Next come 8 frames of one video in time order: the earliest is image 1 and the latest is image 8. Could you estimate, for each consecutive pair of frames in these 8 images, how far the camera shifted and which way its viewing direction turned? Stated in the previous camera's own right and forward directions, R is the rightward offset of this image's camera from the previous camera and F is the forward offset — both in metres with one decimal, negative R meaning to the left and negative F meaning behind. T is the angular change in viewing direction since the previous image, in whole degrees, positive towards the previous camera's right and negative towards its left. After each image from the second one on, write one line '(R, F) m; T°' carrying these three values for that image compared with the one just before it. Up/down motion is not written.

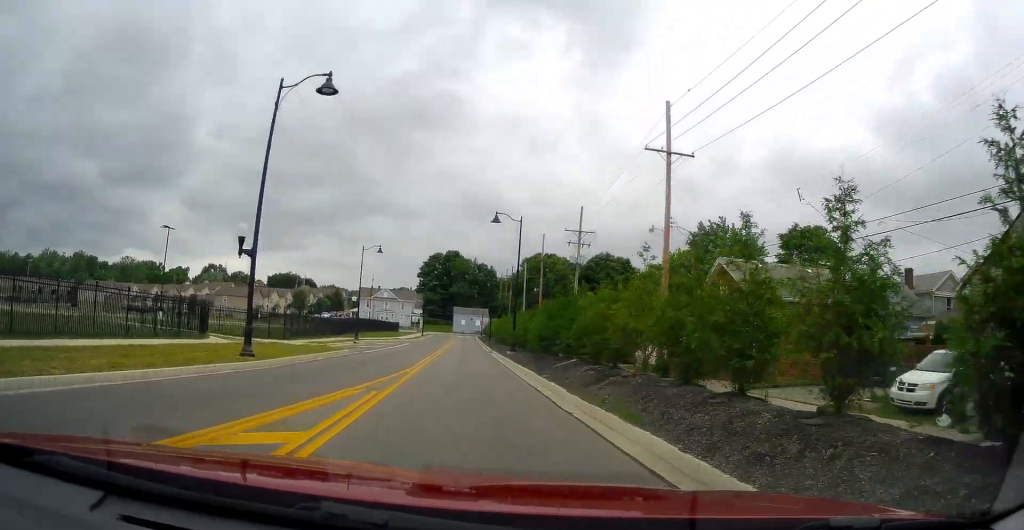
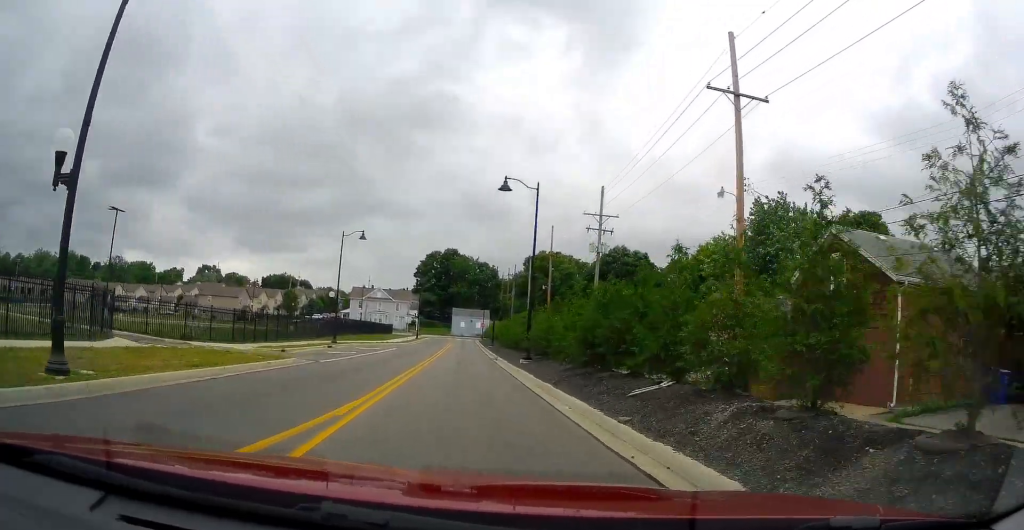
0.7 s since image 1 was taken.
(-0.3, +9.8) m; 0°
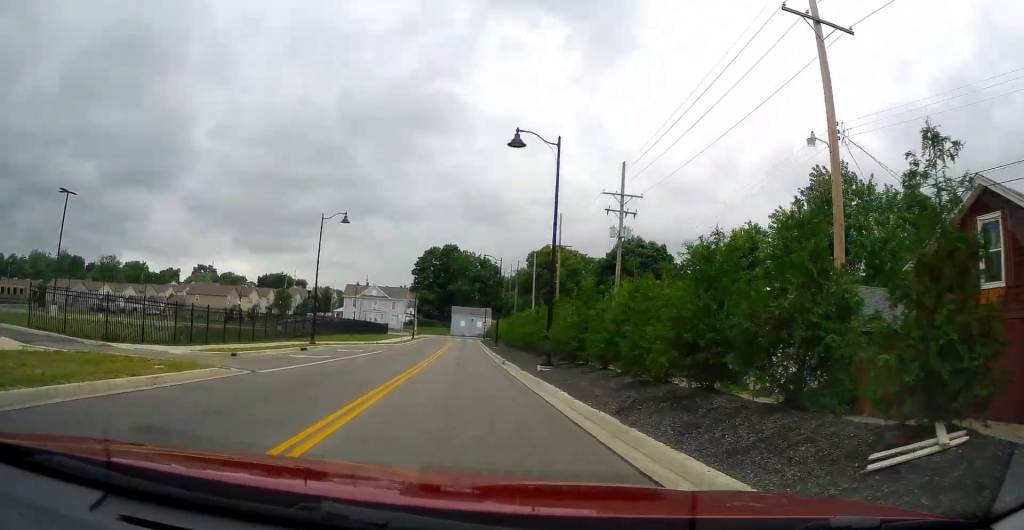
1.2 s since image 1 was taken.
(-0.2, +7.3) m; 0°
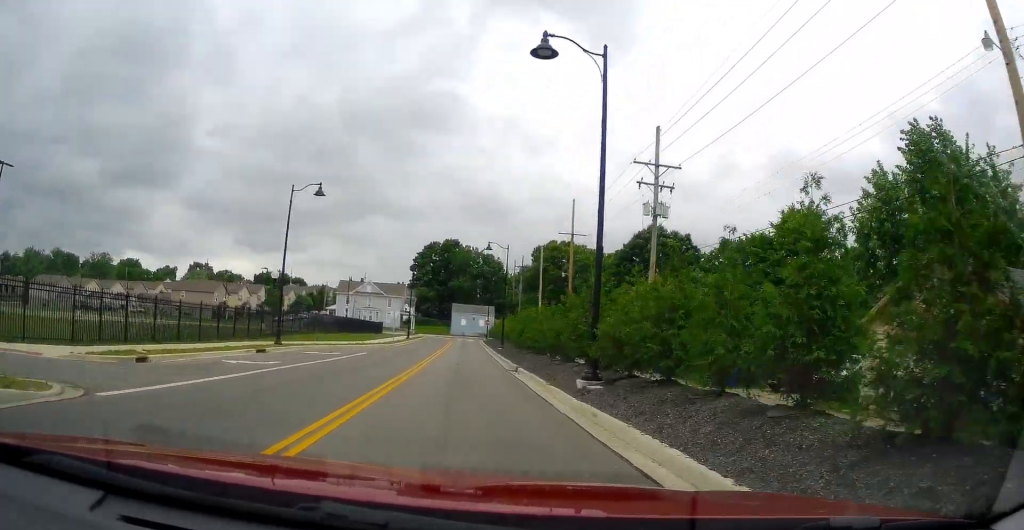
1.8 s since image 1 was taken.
(+0.3, +7.9) m; +1°
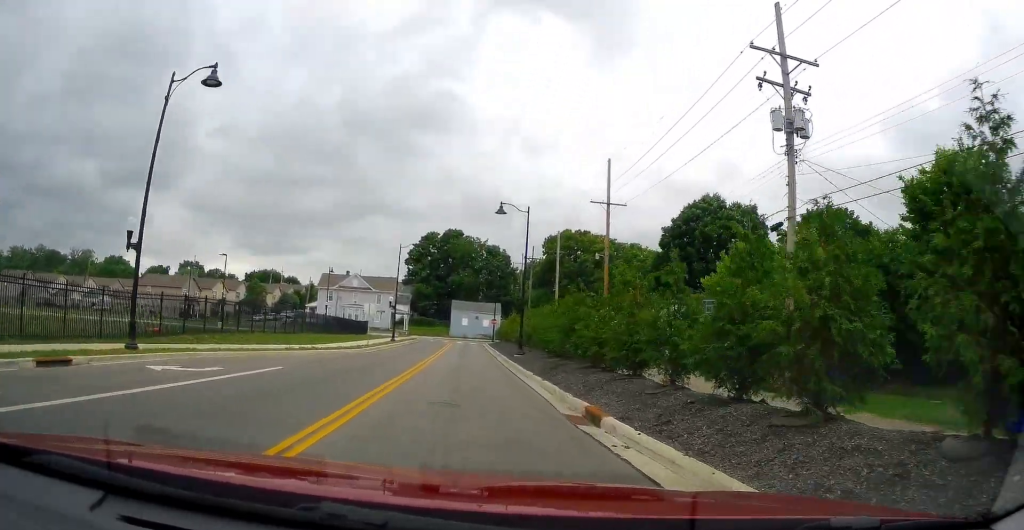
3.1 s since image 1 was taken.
(+0.2, +15.9) m; +1°
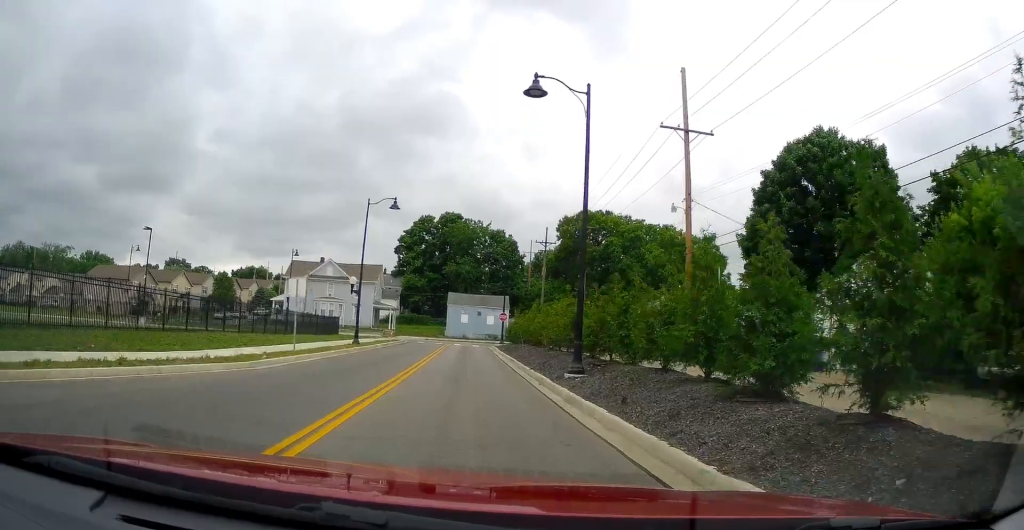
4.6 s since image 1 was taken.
(-0.4, +18.2) m; -3°
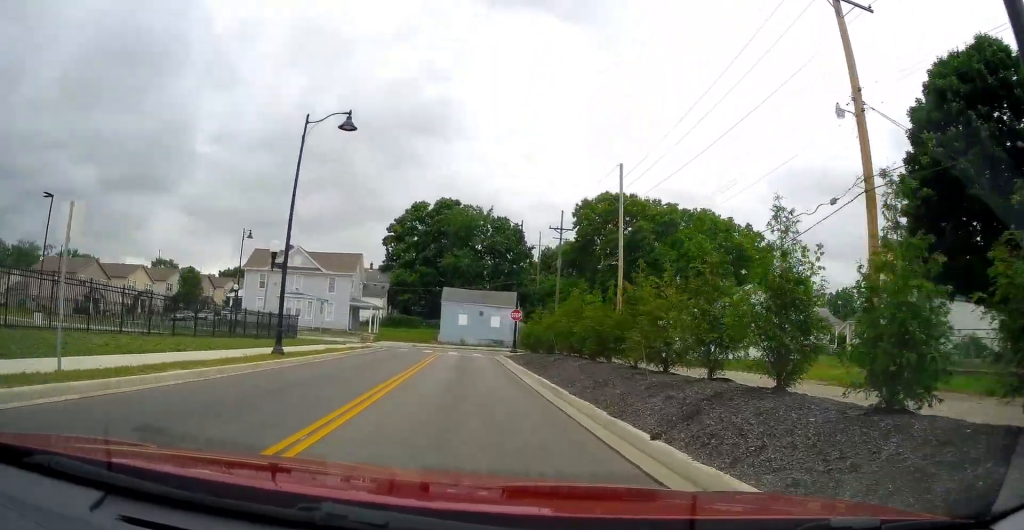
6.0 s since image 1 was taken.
(+0.1, +15.0) m; +2°
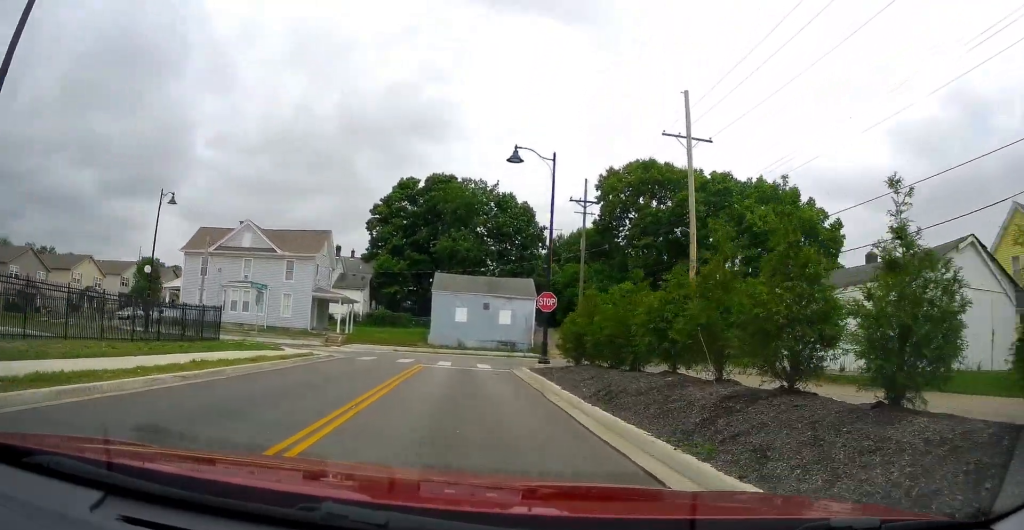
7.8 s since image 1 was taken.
(+0.1, +14.7) m; -2°
